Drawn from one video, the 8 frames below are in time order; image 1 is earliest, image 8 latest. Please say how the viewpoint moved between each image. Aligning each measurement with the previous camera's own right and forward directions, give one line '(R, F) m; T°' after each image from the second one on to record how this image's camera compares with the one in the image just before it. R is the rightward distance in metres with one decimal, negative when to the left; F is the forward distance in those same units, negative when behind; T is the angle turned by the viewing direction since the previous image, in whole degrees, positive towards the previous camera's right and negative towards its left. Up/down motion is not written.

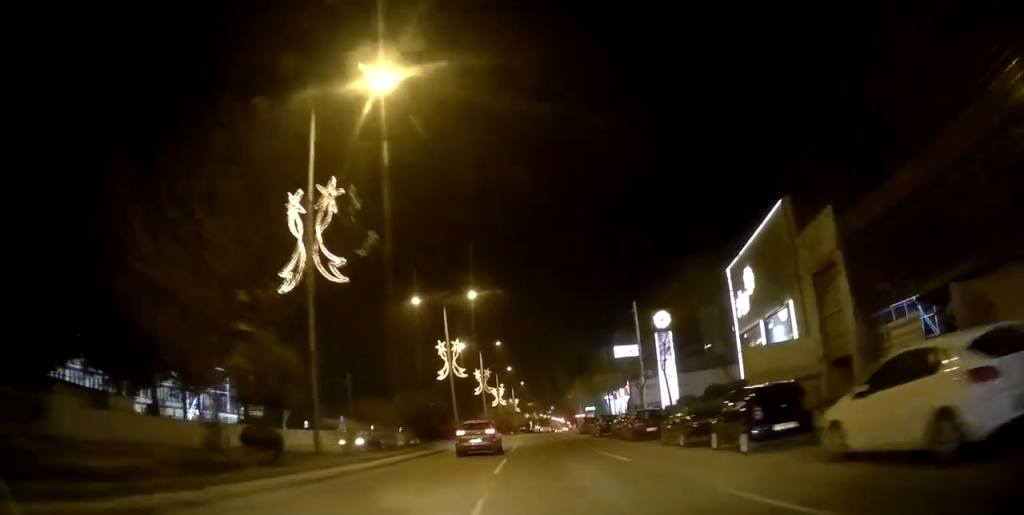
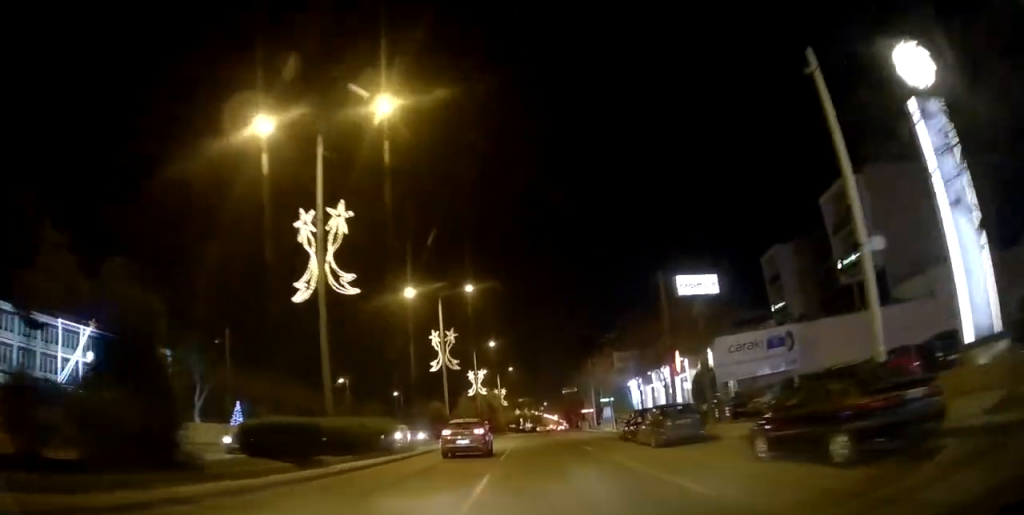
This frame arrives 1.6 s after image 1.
(-0.1, +32.1) m; 0°
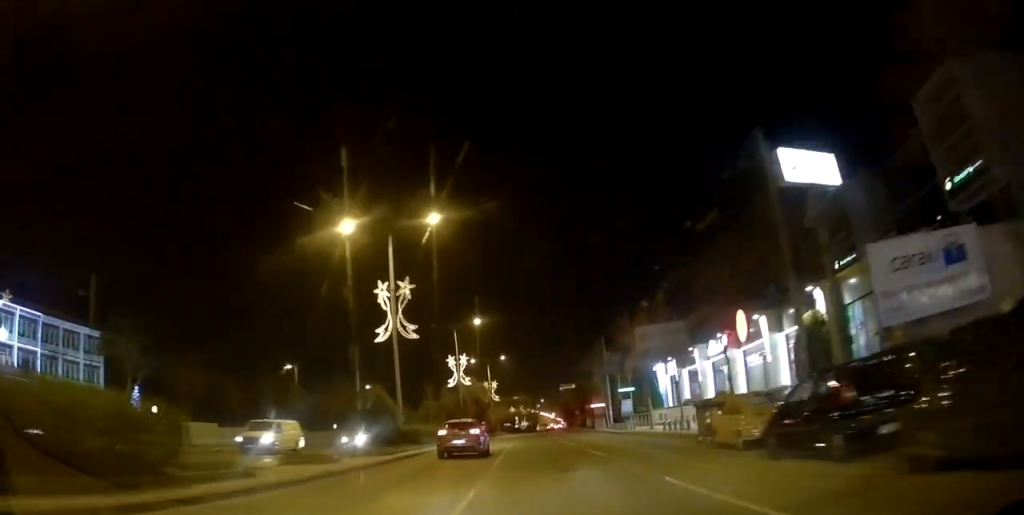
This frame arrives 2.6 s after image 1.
(+0.5, +17.4) m; +1°
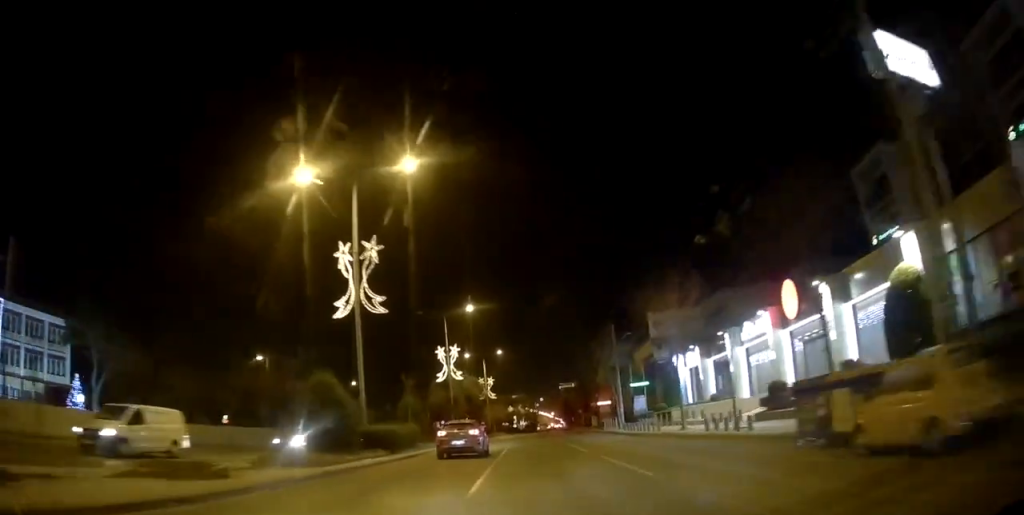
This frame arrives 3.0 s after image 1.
(0.0, +7.2) m; 0°
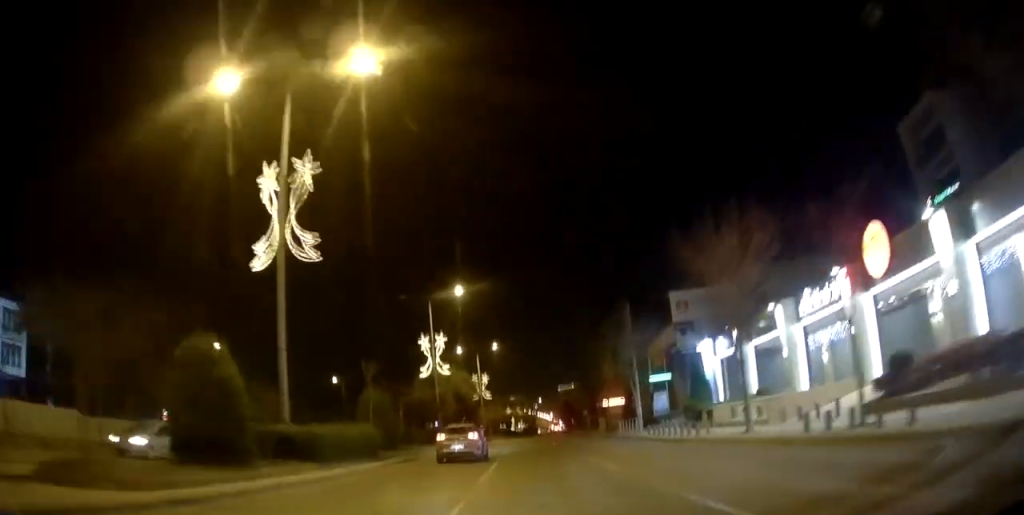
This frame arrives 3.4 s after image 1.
(-0.2, +8.2) m; 0°
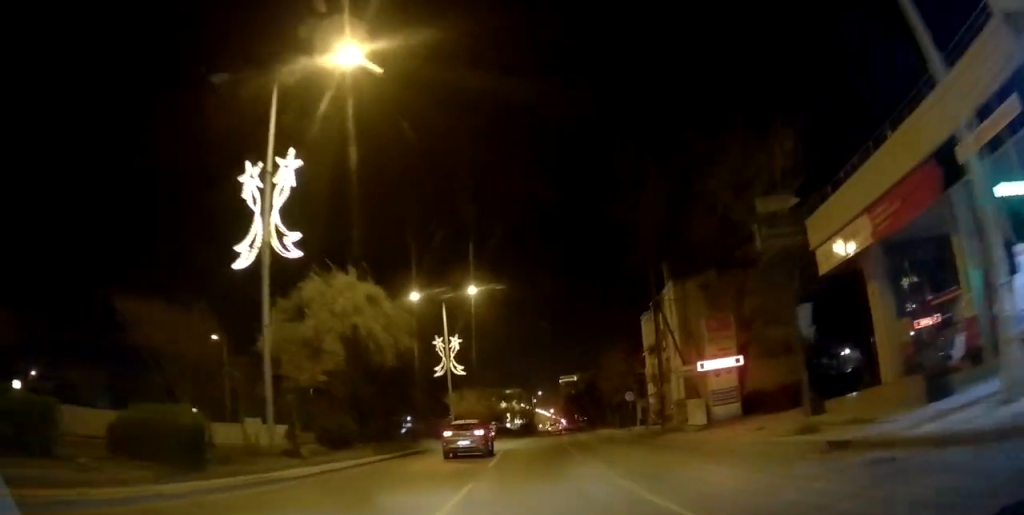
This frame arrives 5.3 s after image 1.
(+0.1, +32.2) m; +1°
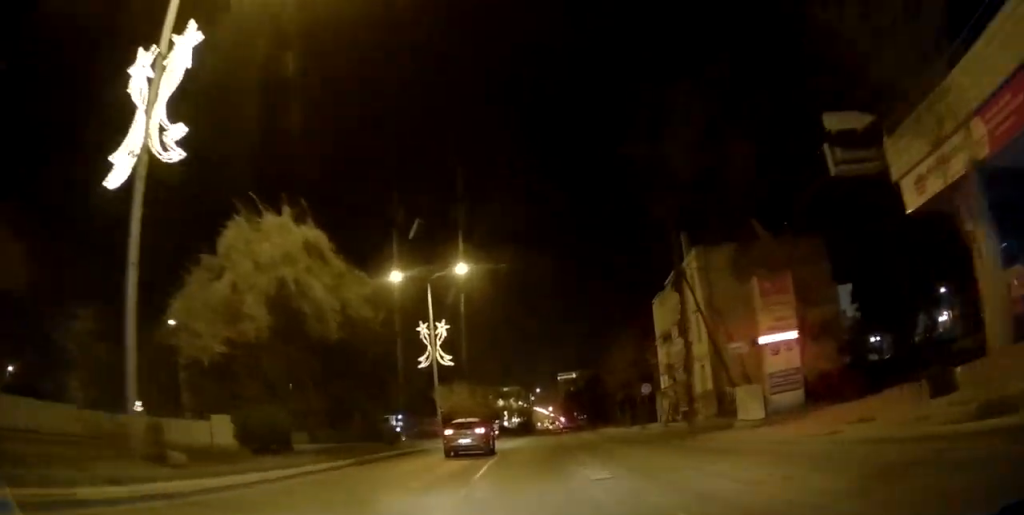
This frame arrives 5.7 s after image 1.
(-0.2, +6.7) m; +1°
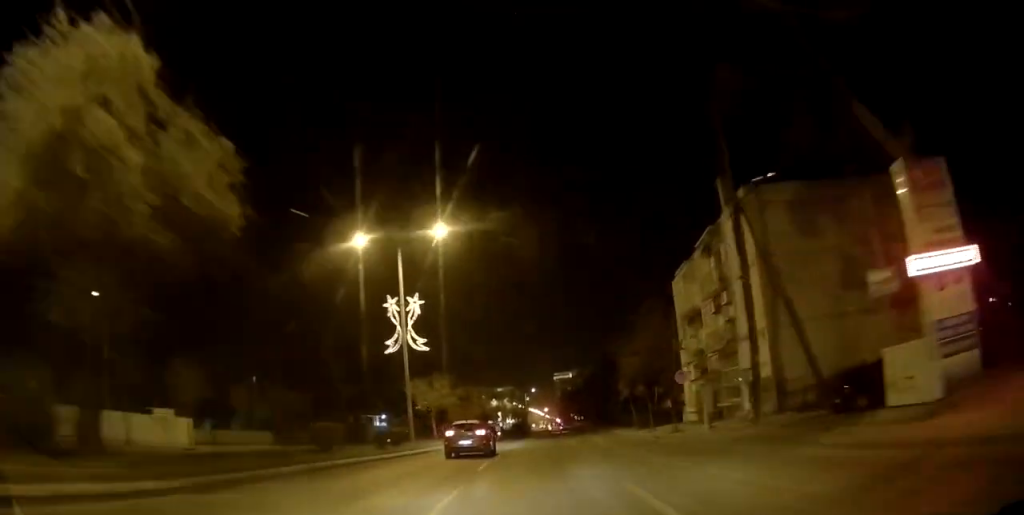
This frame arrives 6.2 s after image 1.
(+0.3, +8.9) m; 0°
